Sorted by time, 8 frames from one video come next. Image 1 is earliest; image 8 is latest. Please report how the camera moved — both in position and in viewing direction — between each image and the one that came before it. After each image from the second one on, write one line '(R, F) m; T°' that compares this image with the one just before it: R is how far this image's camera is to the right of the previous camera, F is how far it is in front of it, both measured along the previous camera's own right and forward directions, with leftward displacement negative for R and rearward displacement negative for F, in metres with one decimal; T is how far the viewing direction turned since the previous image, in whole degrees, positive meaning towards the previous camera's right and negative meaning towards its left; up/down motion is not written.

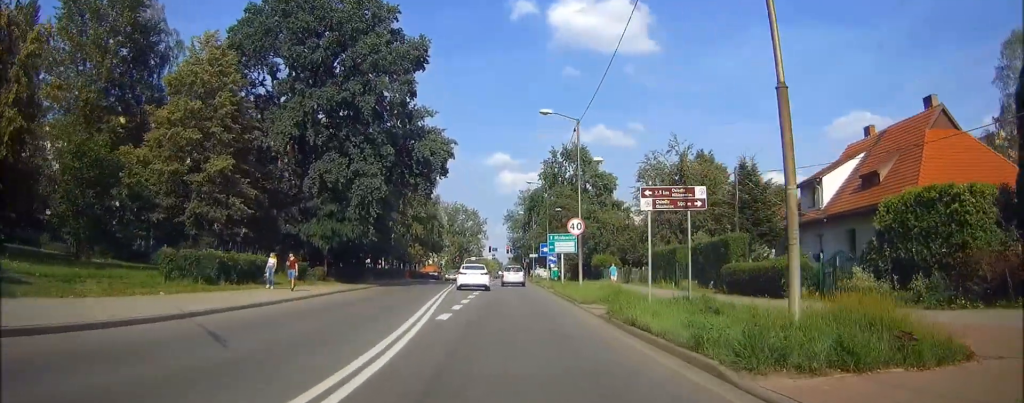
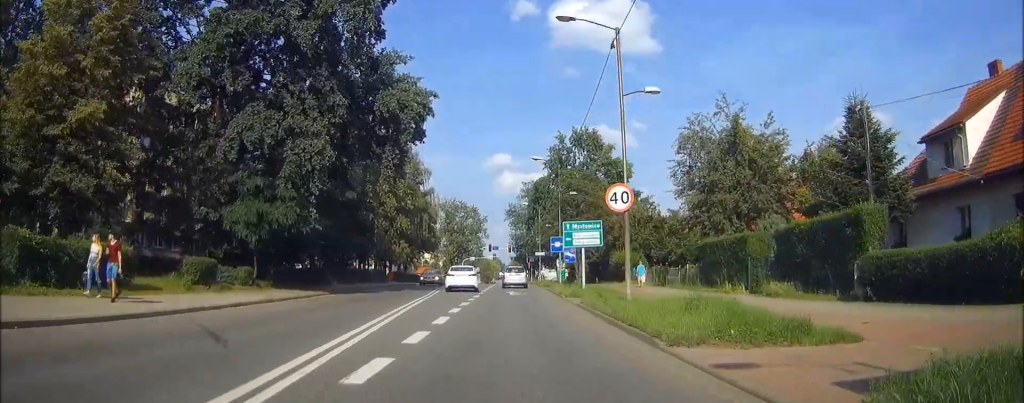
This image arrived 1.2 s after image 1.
(0.0, +12.9) m; 0°
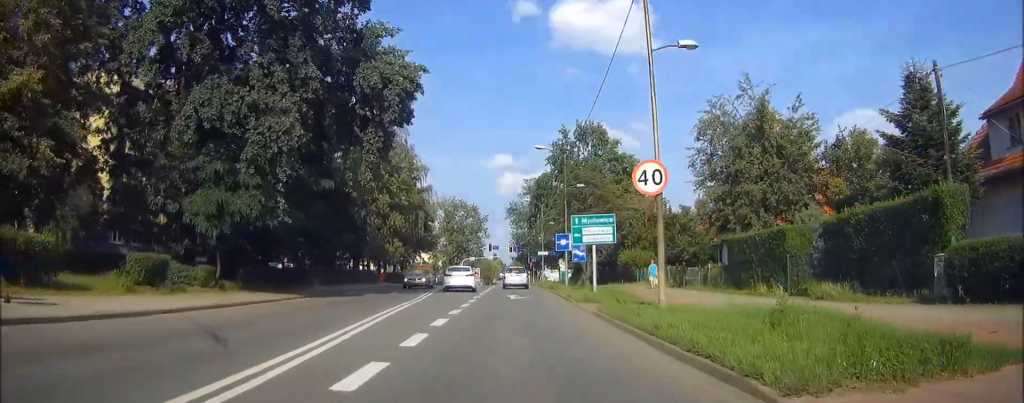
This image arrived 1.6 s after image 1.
(0.0, +4.3) m; 0°
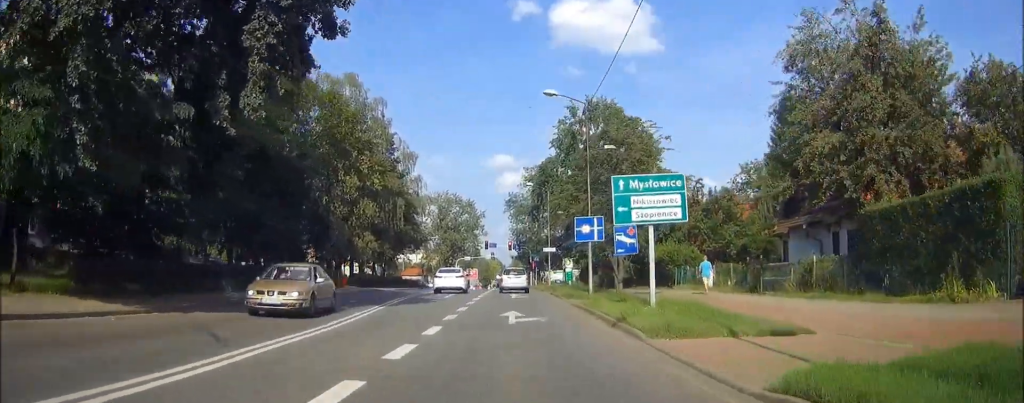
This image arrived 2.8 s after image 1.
(0.0, +12.5) m; 0°
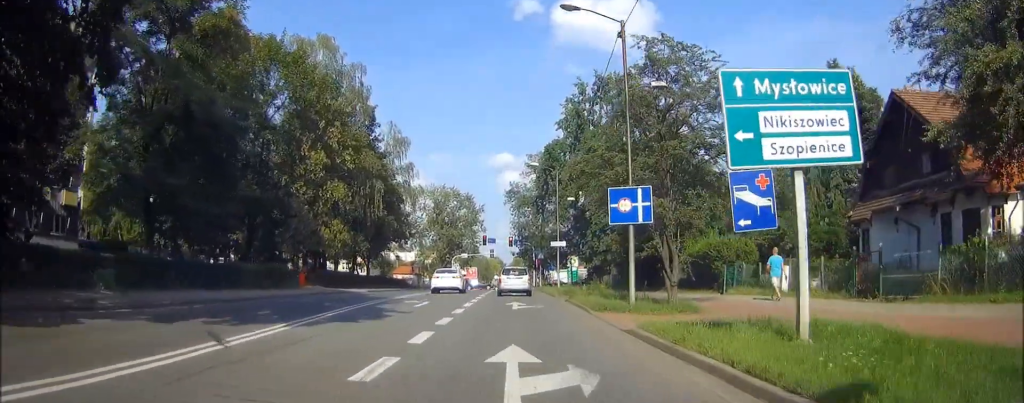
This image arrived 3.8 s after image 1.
(0.0, +9.3) m; 0°
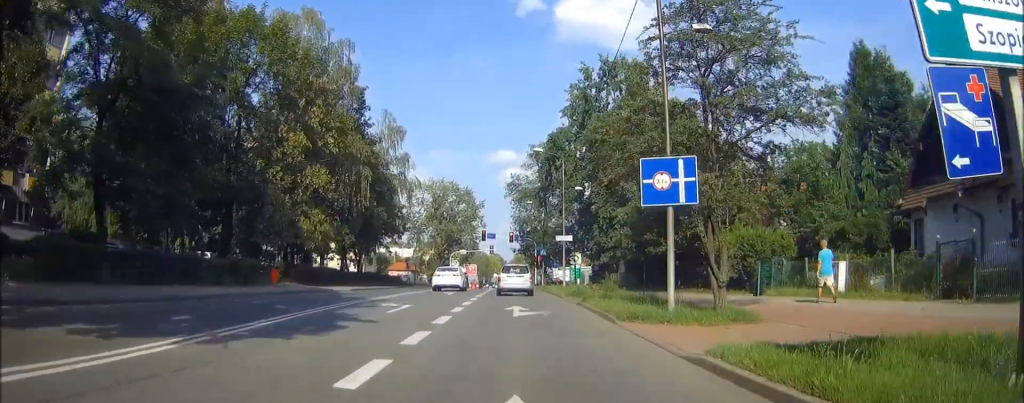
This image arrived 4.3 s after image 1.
(0.0, +4.6) m; 0°
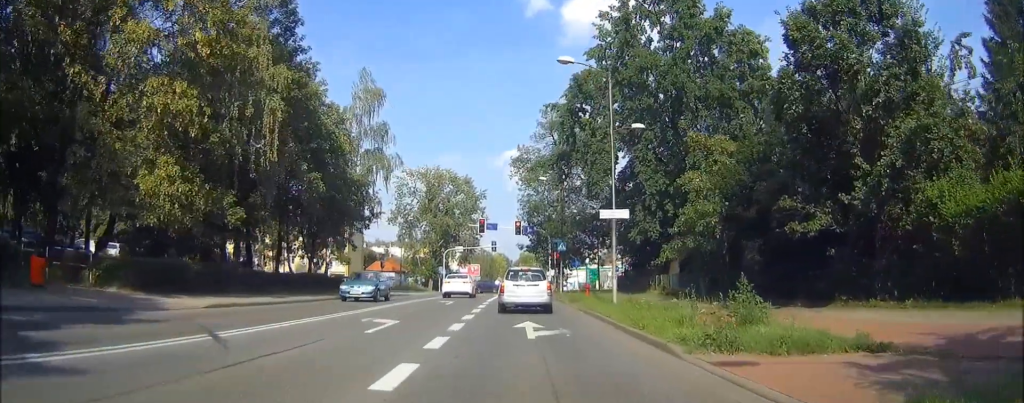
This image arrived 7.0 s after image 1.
(0.0, +18.6) m; 0°
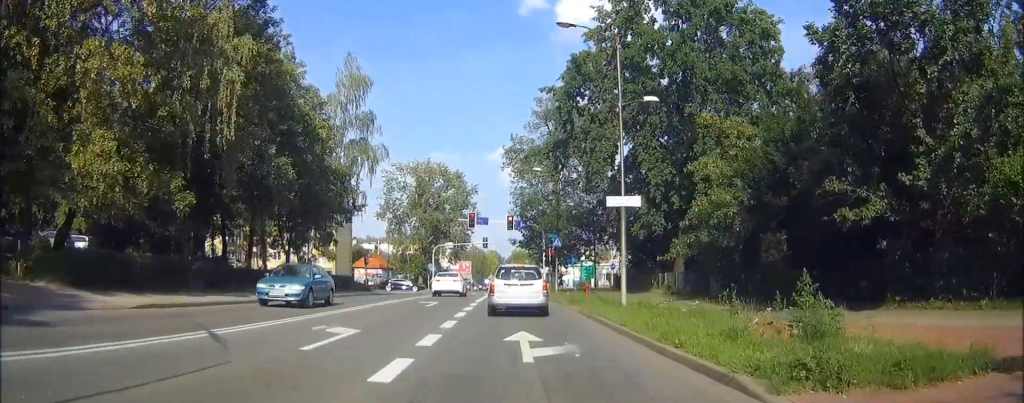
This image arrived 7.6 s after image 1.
(0.0, +3.3) m; 0°
